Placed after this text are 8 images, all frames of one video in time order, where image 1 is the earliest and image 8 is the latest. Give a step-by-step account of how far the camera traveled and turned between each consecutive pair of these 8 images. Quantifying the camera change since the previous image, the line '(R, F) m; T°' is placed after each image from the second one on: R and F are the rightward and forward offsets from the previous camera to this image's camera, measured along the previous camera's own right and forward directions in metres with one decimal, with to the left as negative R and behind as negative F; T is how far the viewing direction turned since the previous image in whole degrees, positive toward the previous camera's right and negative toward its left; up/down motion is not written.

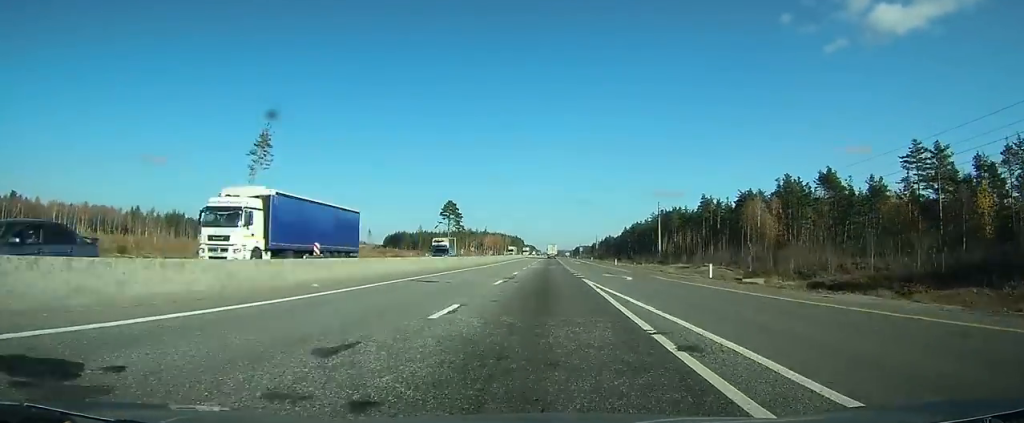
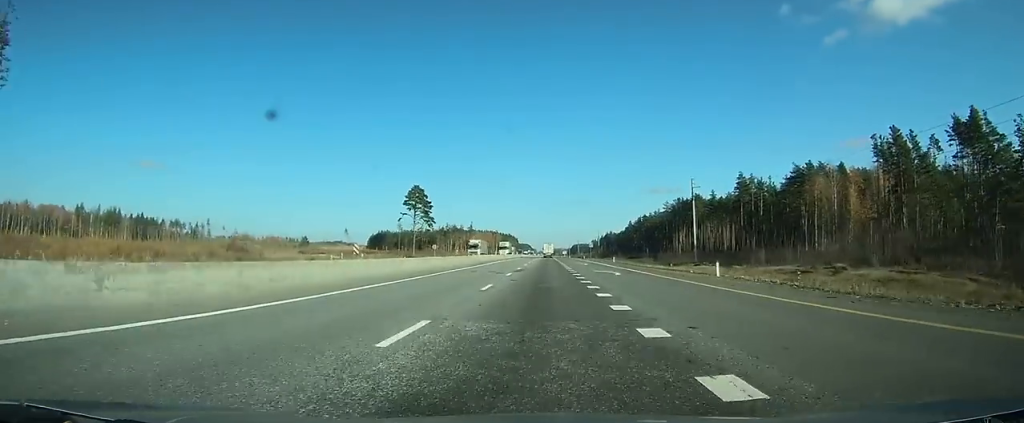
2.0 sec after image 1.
(+0.1, +49.5) m; 0°
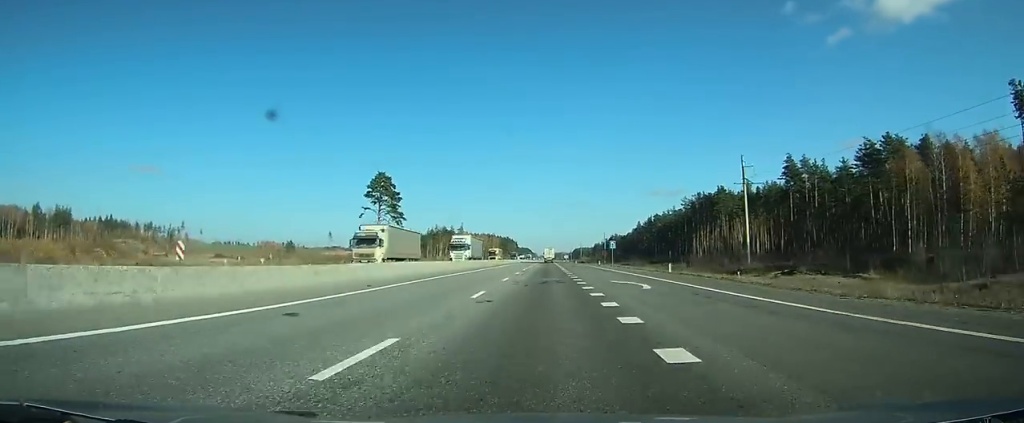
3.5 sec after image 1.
(0.0, +36.4) m; 0°
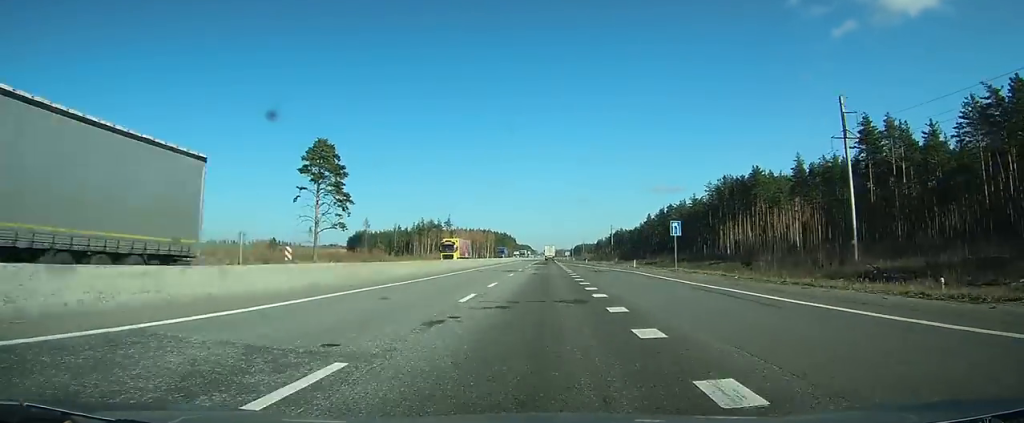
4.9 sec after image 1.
(0.0, +39.5) m; 0°
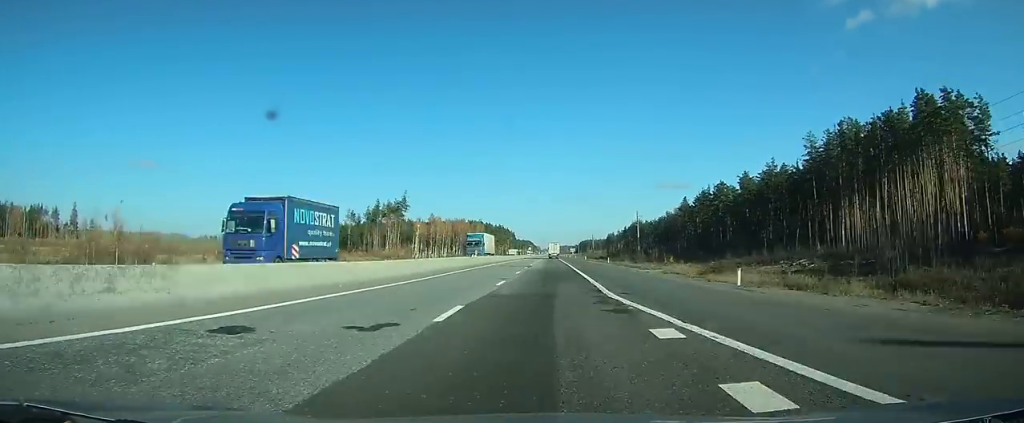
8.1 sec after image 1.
(0.0, +87.1) m; 0°
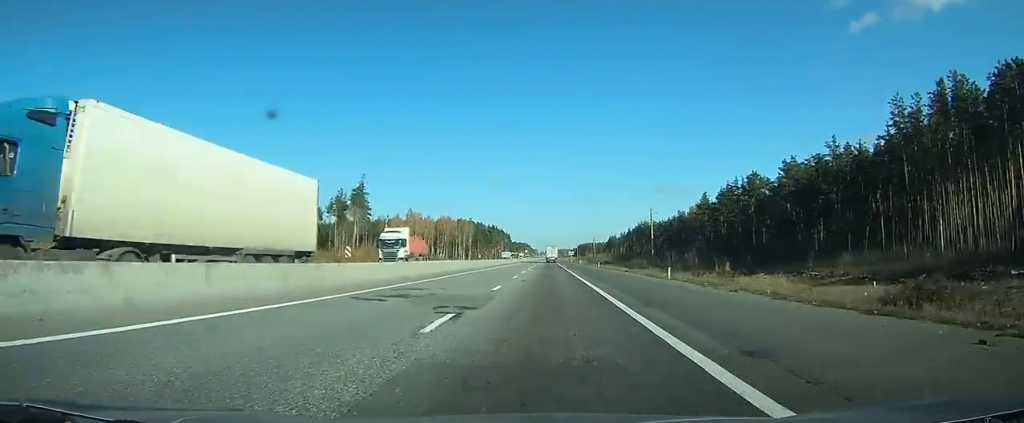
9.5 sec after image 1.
(0.0, +37.2) m; 0°
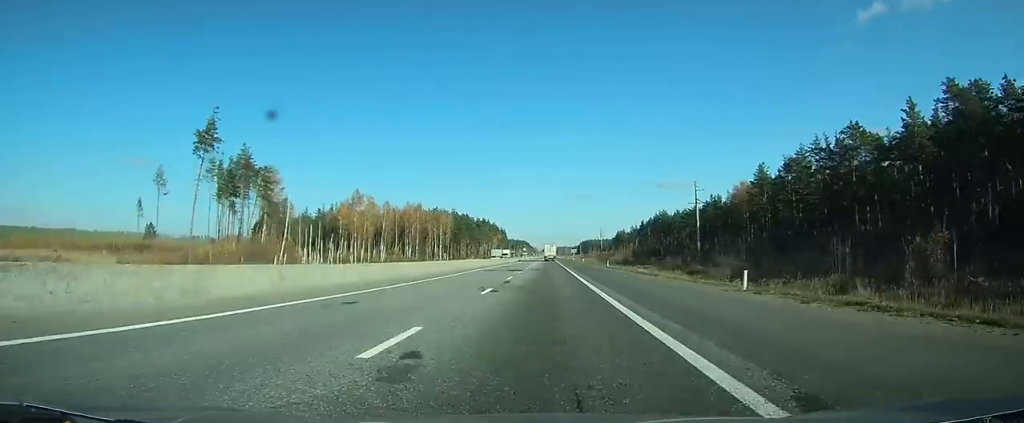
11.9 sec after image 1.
(0.0, +60.4) m; 0°
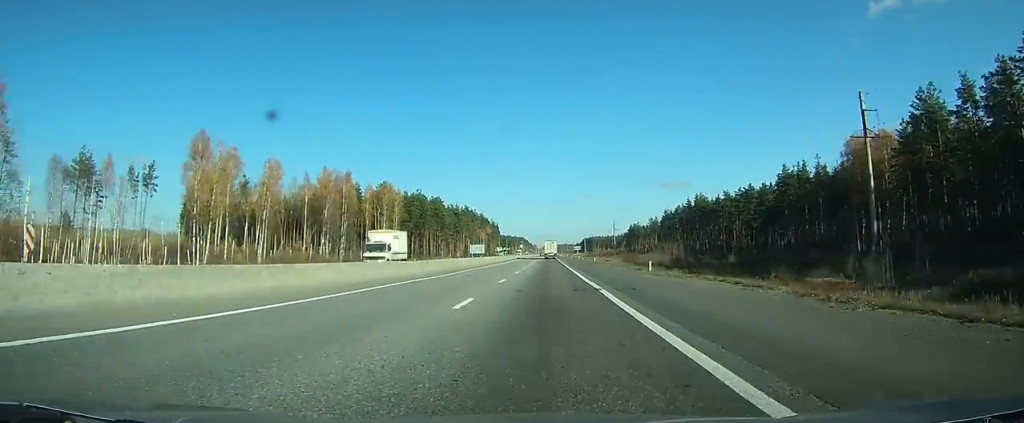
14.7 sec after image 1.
(-0.2, +77.2) m; 0°
